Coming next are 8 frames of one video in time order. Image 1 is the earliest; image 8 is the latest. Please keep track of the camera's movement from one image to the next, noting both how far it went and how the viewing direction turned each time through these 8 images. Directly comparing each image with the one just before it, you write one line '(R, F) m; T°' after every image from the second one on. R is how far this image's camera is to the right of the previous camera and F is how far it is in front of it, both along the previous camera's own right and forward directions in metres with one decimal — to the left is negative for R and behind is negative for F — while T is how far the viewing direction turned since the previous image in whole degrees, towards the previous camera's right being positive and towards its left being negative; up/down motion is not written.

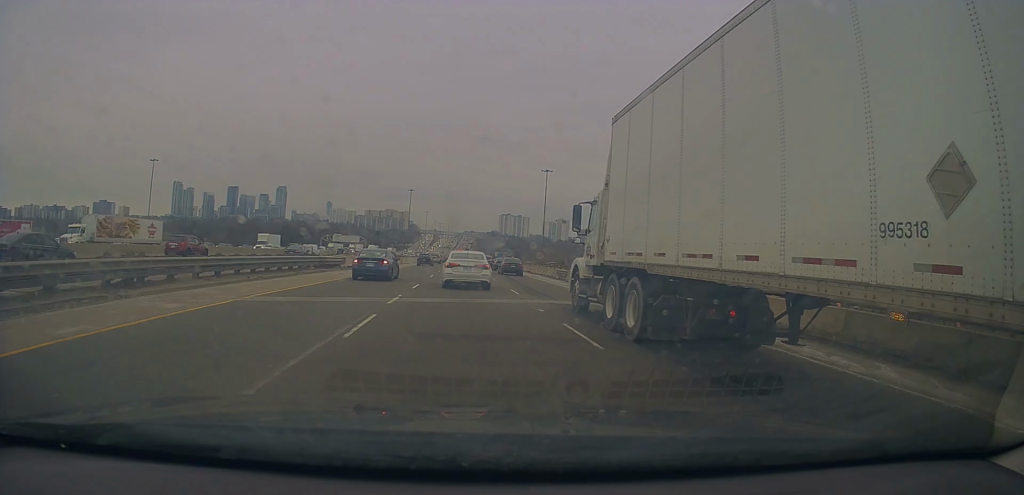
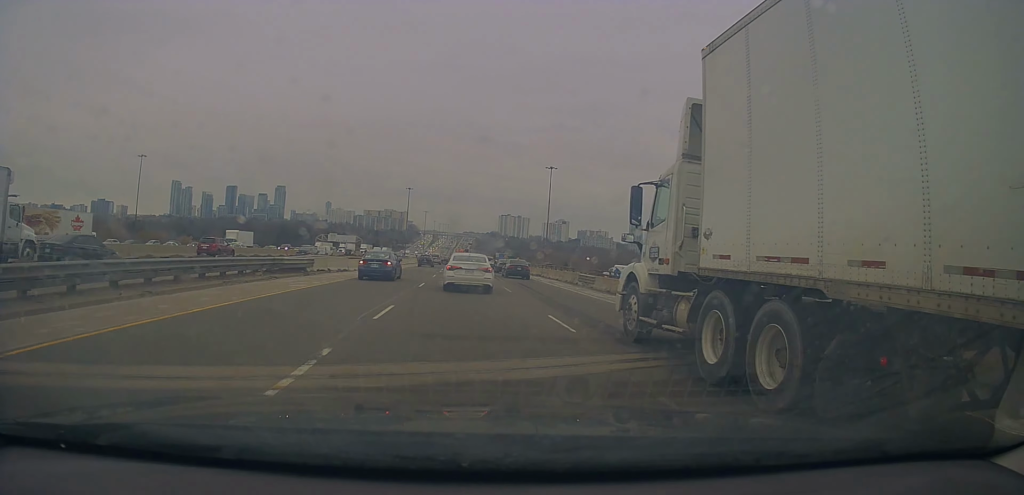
(+0.4, +10.0) m; 0°
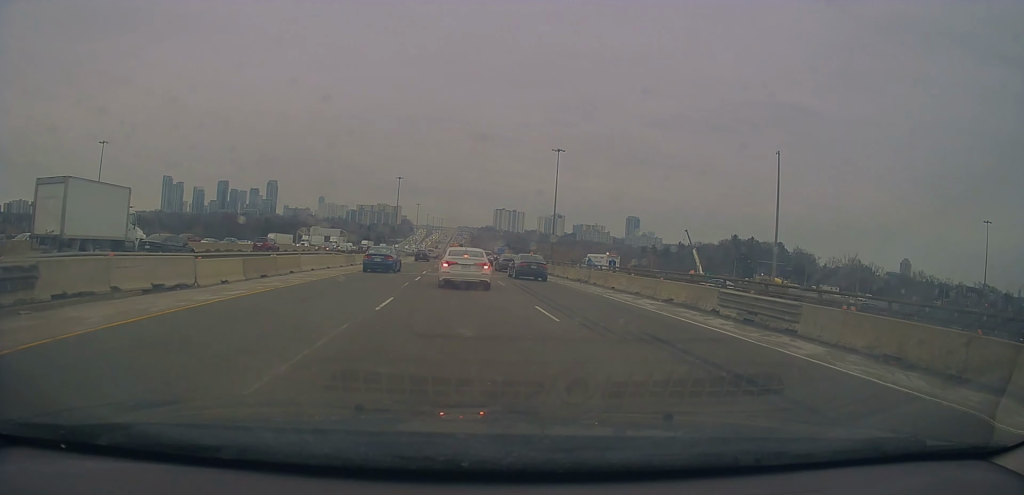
(-0.9, +24.9) m; -2°
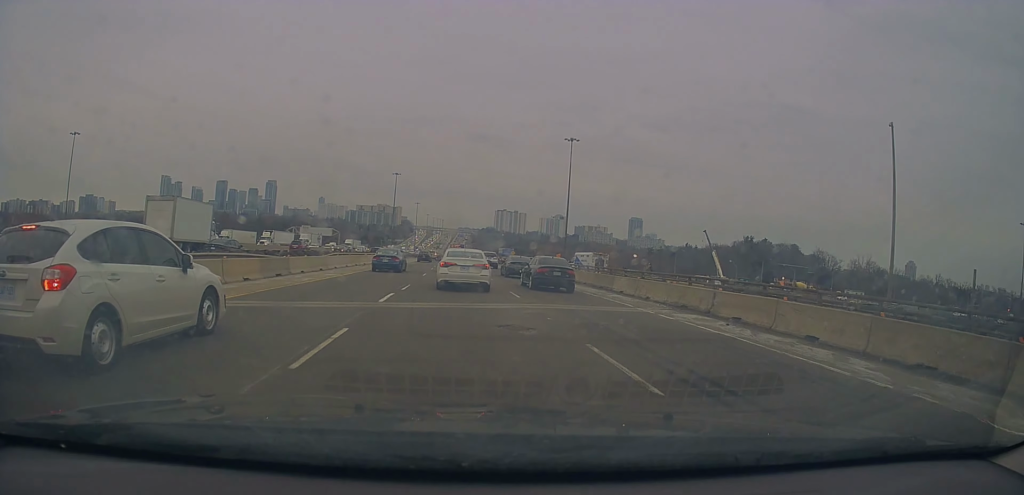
(0.0, +17.9) m; 0°
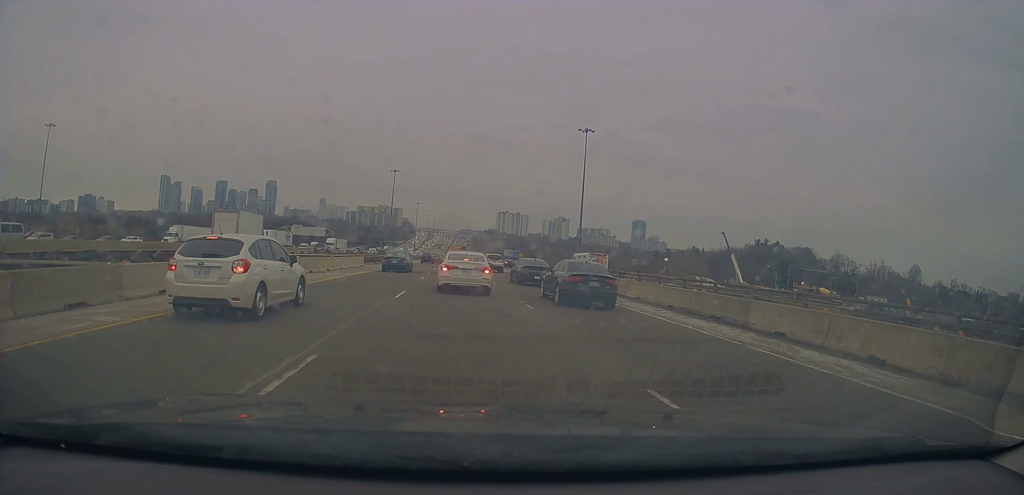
(0.0, +13.6) m; +1°
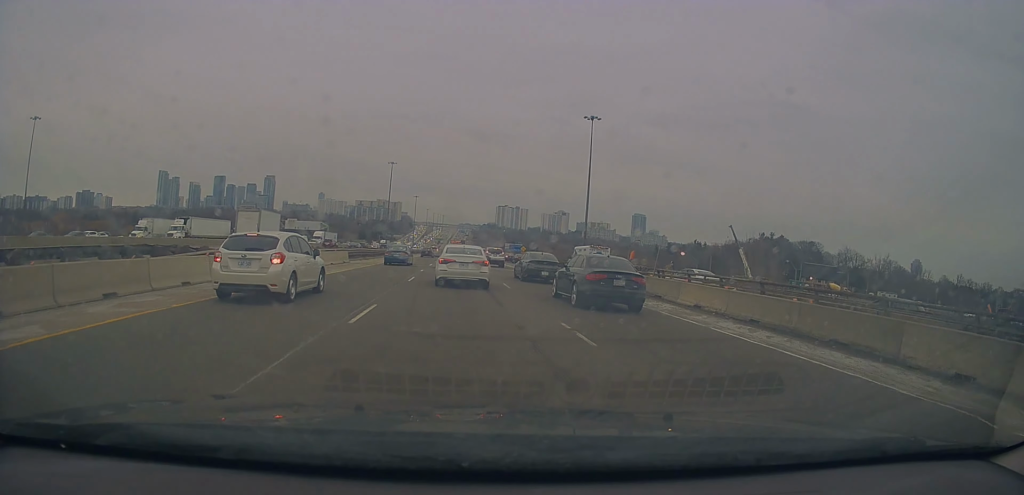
(-0.1, +6.8) m; +2°
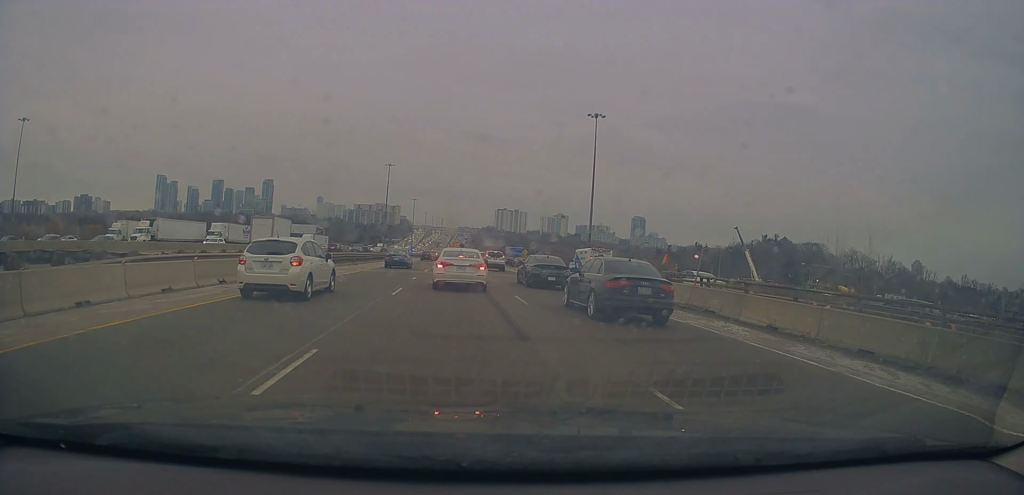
(+0.2, +5.1) m; +1°
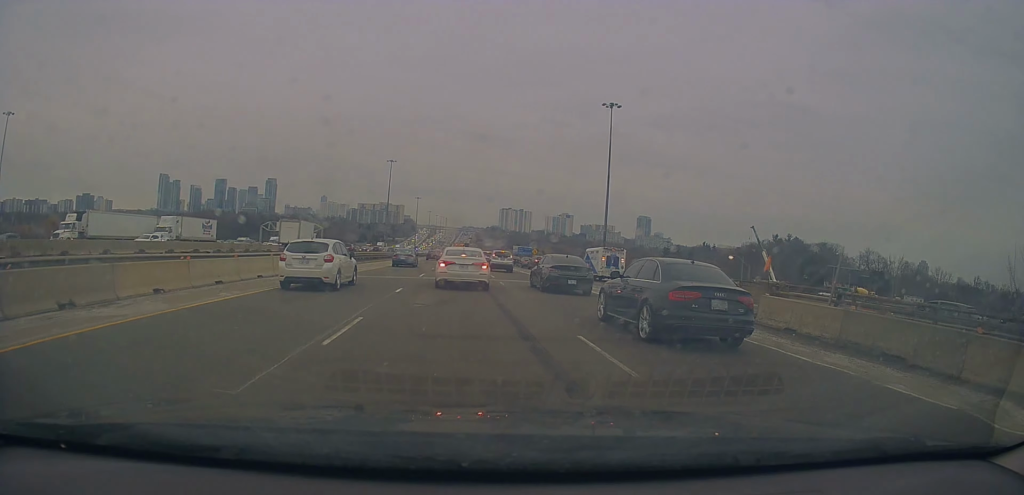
(+0.2, +9.0) m; +1°
